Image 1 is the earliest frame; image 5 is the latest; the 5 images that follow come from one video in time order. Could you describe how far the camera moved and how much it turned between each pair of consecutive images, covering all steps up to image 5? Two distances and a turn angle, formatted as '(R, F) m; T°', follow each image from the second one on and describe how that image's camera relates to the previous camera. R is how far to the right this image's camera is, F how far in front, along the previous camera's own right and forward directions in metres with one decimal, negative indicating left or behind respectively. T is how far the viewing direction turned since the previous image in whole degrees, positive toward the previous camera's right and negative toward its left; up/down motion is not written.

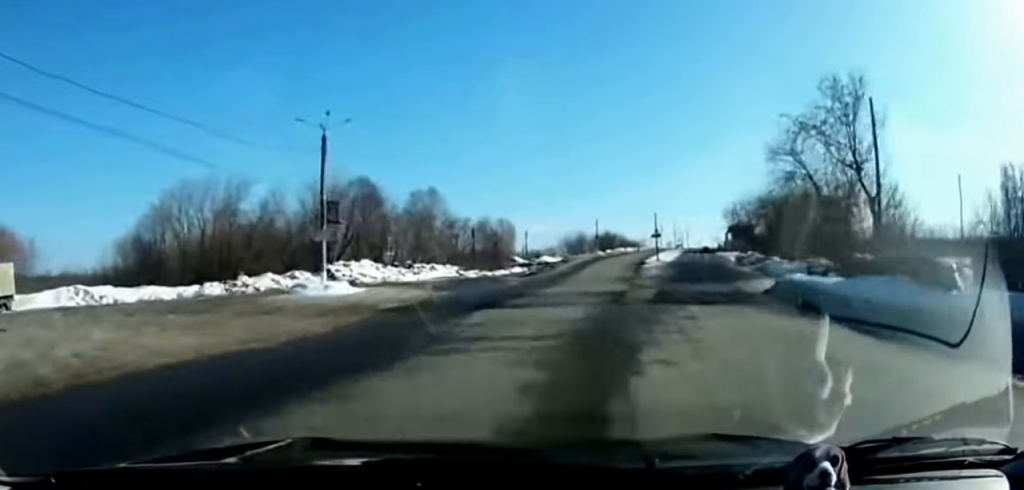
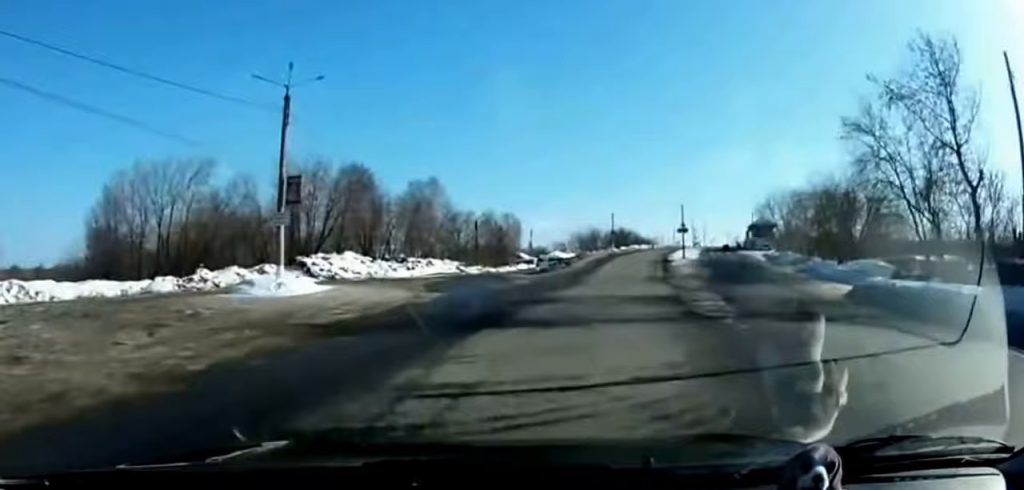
(-0.4, +9.9) m; -2°
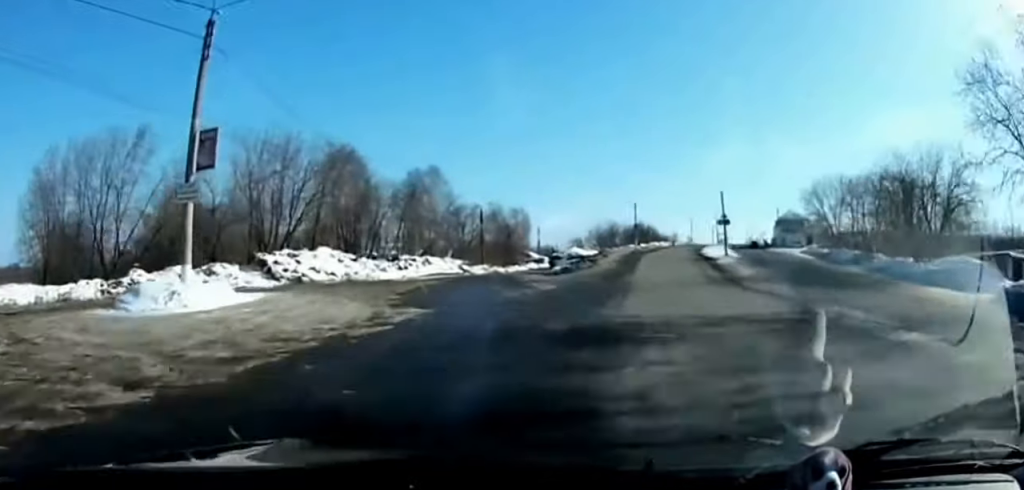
(-0.1, +9.9) m; -2°
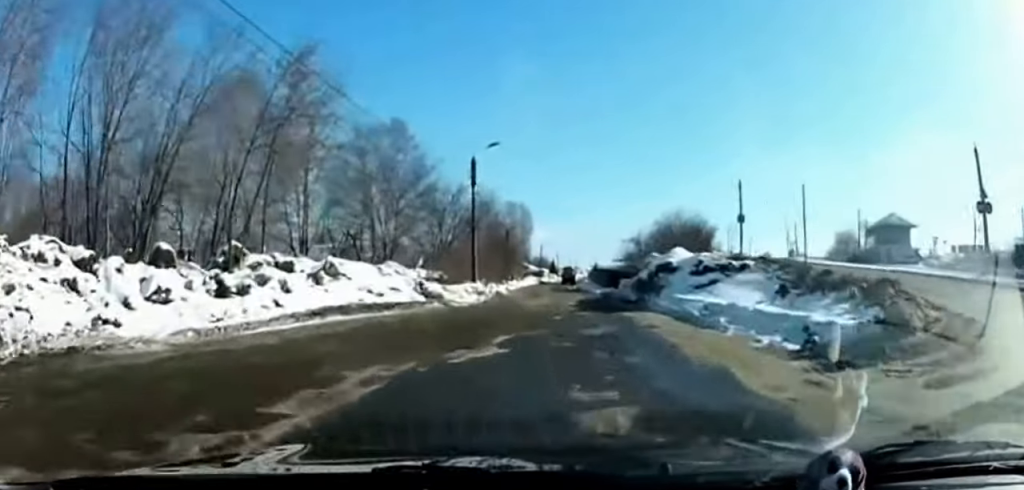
(-1.0, +37.5) m; +1°
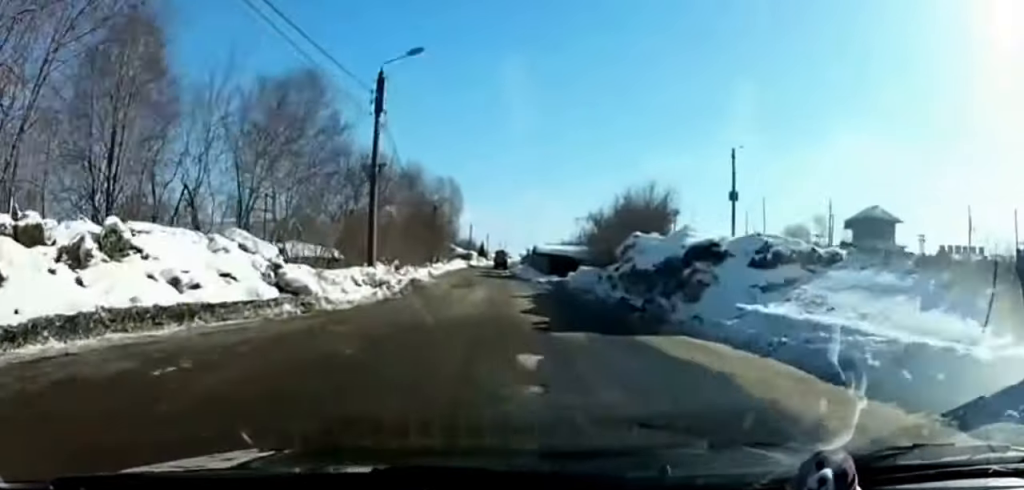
(+0.4, +11.6) m; +4°
